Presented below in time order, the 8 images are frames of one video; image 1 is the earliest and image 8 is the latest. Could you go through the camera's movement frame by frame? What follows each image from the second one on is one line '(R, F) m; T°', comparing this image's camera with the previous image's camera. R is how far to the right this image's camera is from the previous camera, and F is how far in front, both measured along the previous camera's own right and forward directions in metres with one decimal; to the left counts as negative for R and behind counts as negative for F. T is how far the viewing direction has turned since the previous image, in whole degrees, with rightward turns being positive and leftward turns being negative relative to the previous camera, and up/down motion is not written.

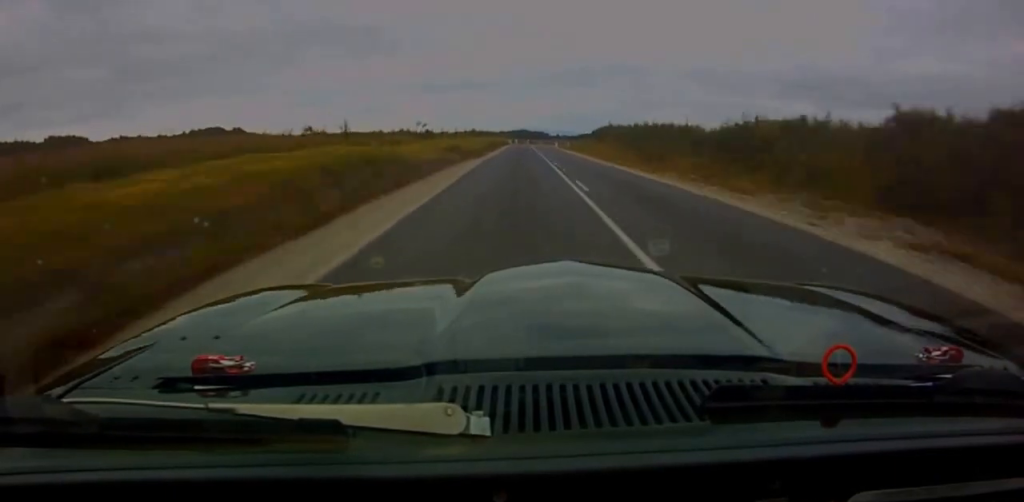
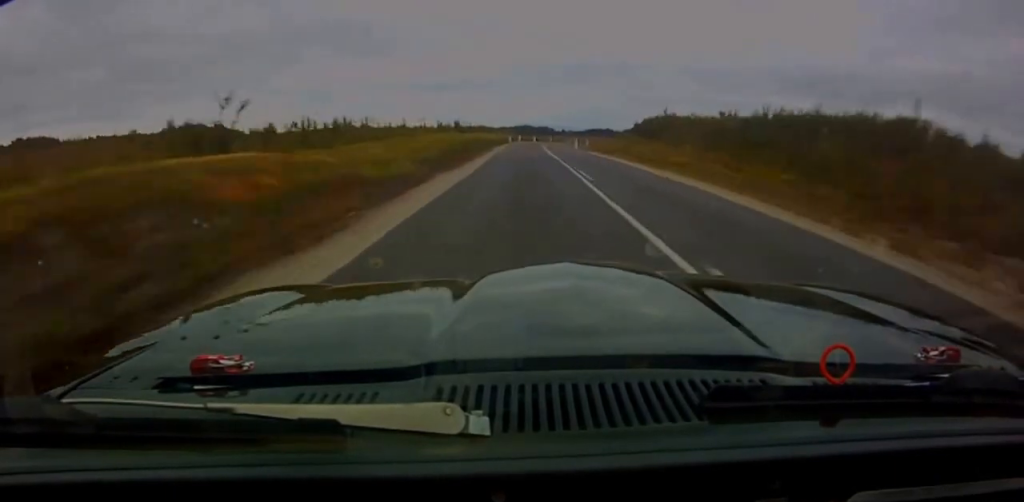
(-0.2, +32.3) m; +3°
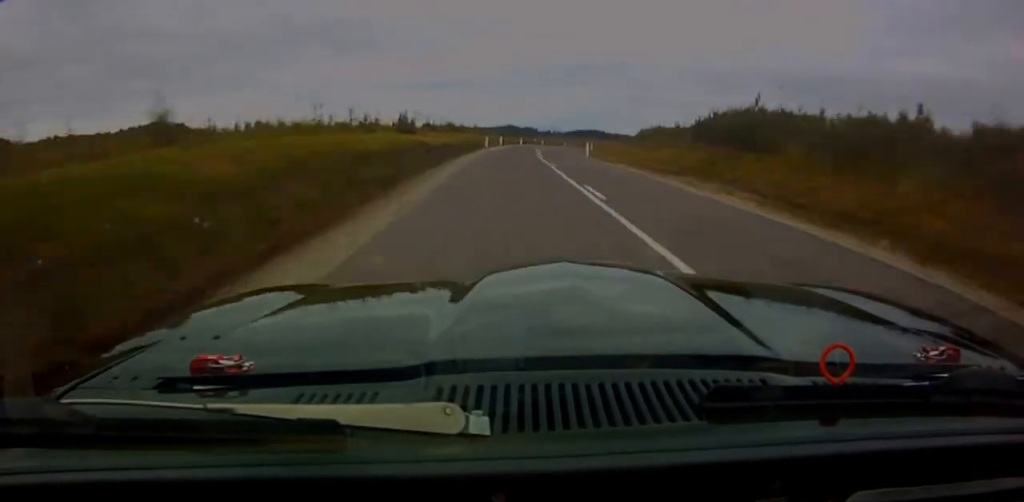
(+1.3, +25.0) m; +4°
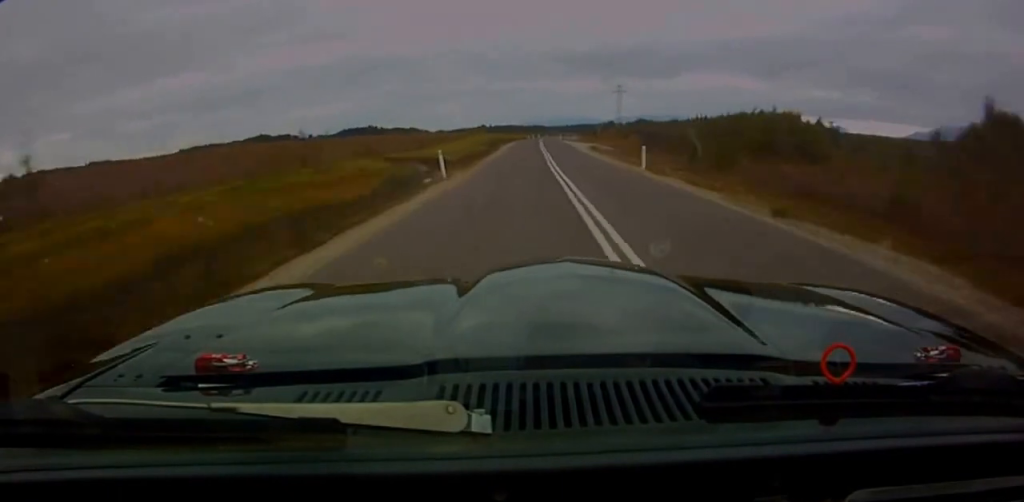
(+21.4, +142.4) m; +13°
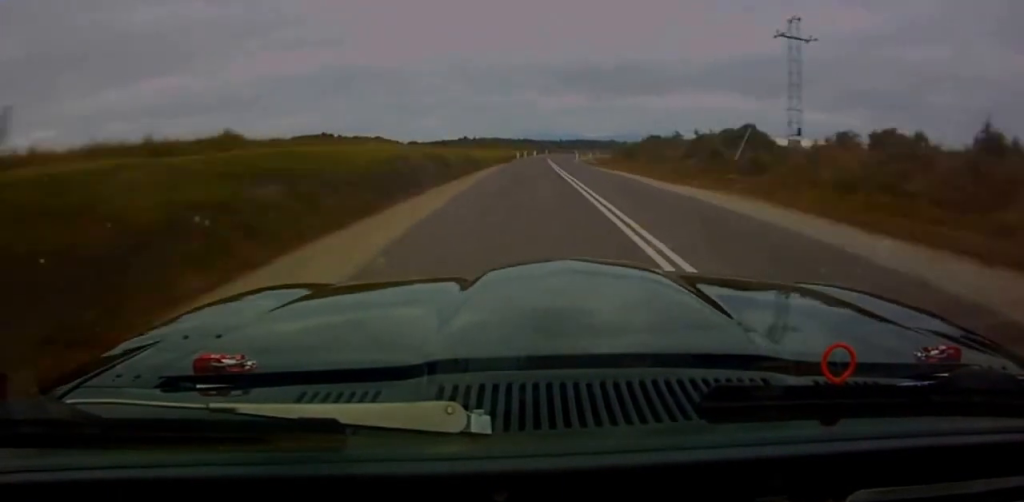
(+0.9, +75.0) m; +4°
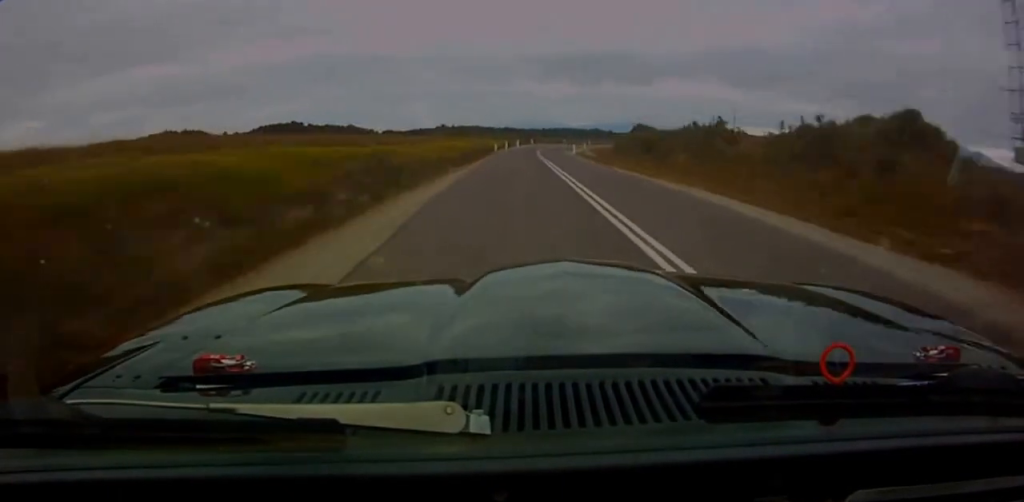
(+0.6, +18.6) m; +3°
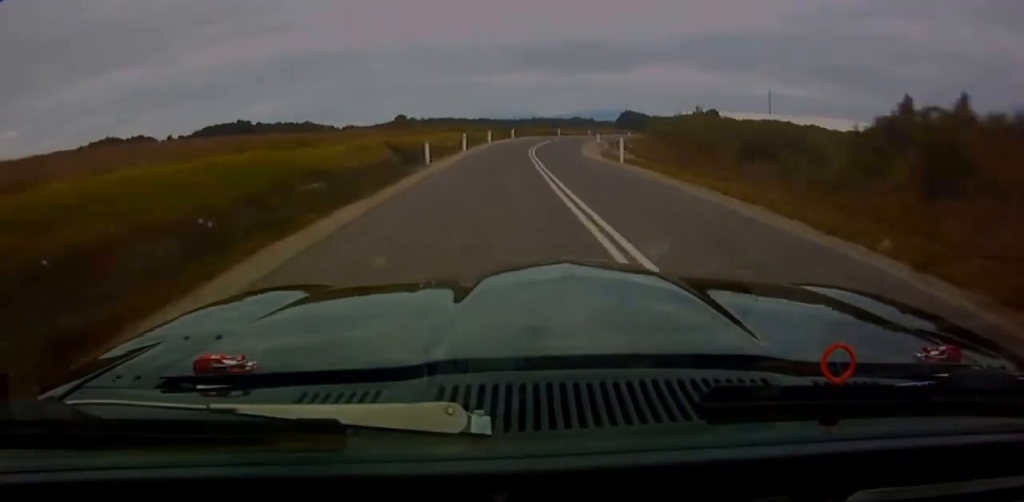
(+1.3, +36.6) m; +6°
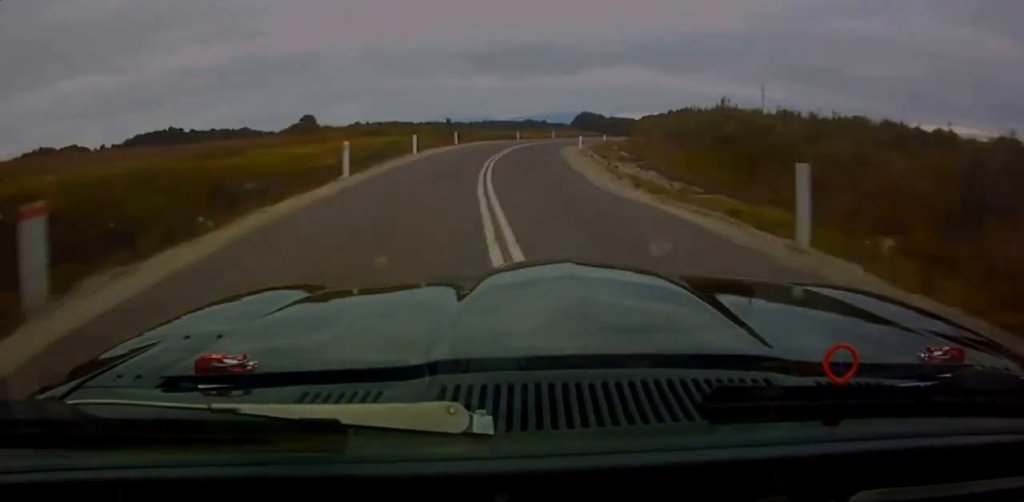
(+1.2, +19.5) m; +3°
